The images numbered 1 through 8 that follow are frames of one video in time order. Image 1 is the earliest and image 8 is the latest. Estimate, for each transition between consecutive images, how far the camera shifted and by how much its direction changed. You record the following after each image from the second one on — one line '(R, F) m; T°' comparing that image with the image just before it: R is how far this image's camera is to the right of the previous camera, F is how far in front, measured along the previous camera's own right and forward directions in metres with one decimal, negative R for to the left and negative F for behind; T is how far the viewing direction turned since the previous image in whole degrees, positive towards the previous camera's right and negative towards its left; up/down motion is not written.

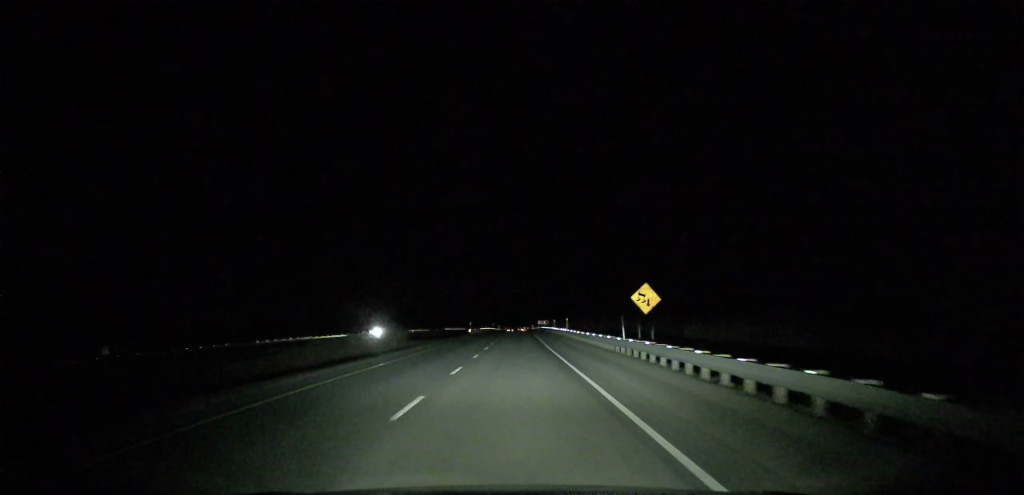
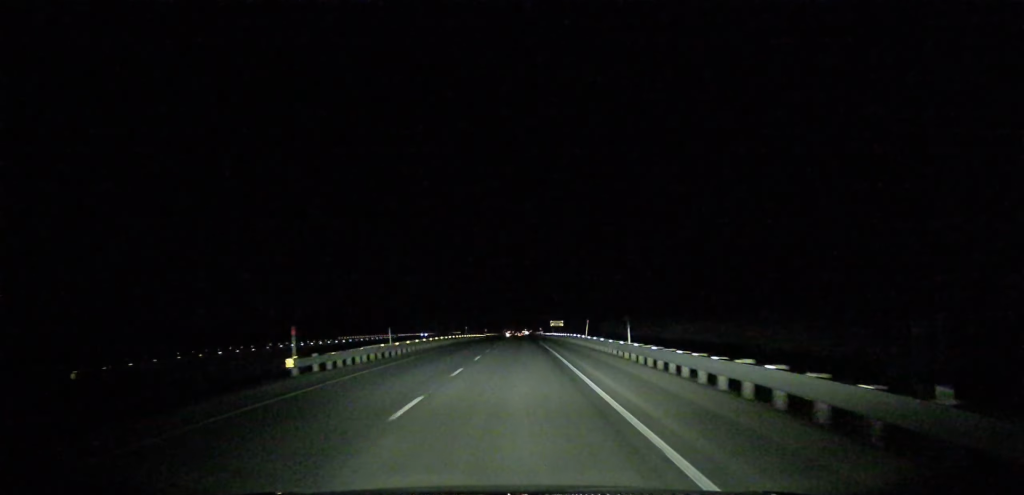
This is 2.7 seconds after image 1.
(-0.1, +90.6) m; 0°
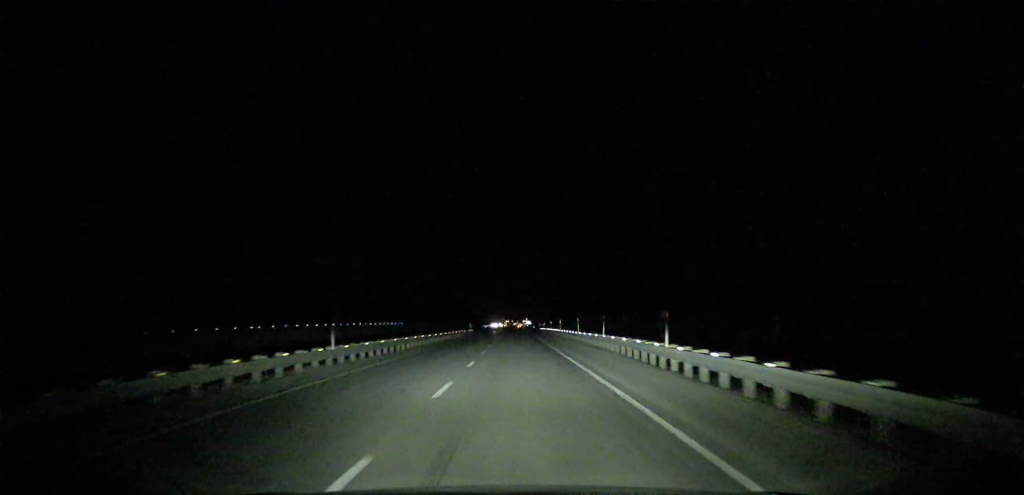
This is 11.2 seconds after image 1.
(-0.2, +297.1) m; 0°
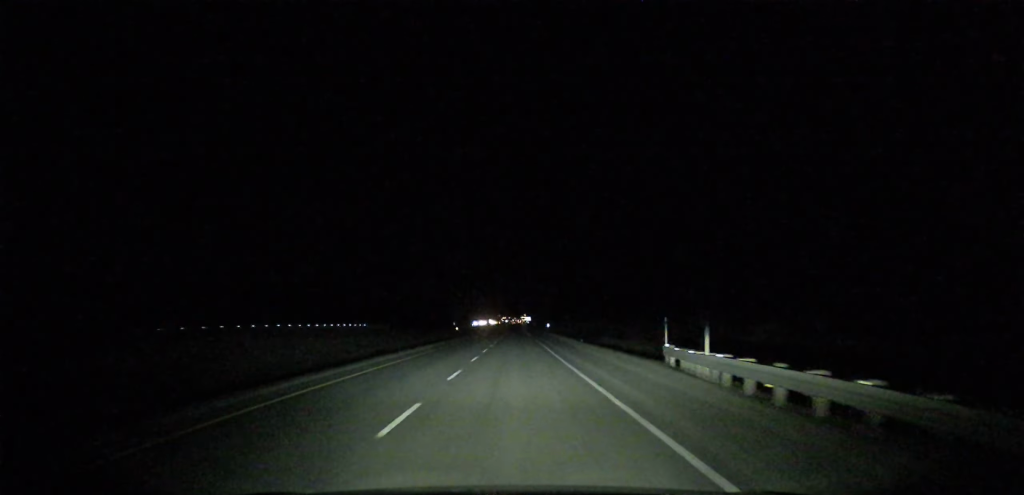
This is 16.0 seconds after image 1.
(+0.2, +136.0) m; 0°
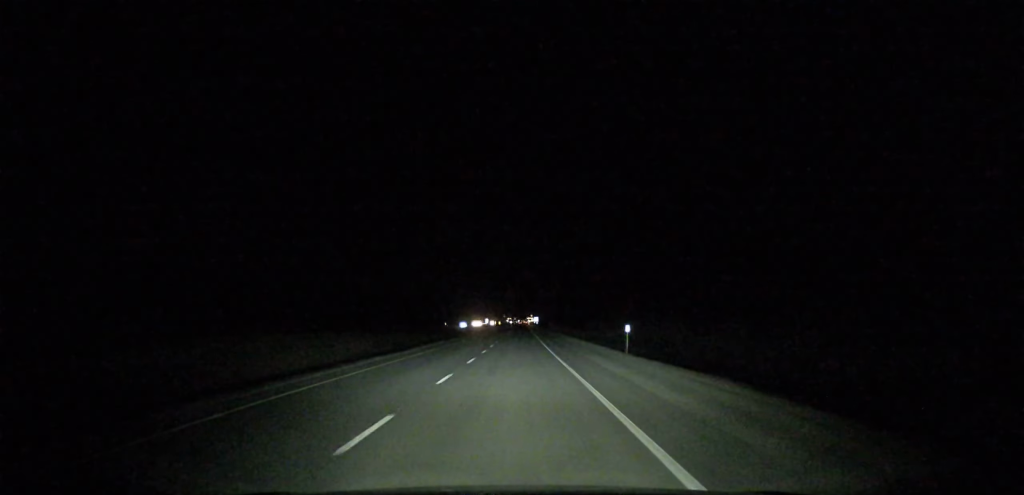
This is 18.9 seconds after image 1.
(0.0, +76.5) m; 0°
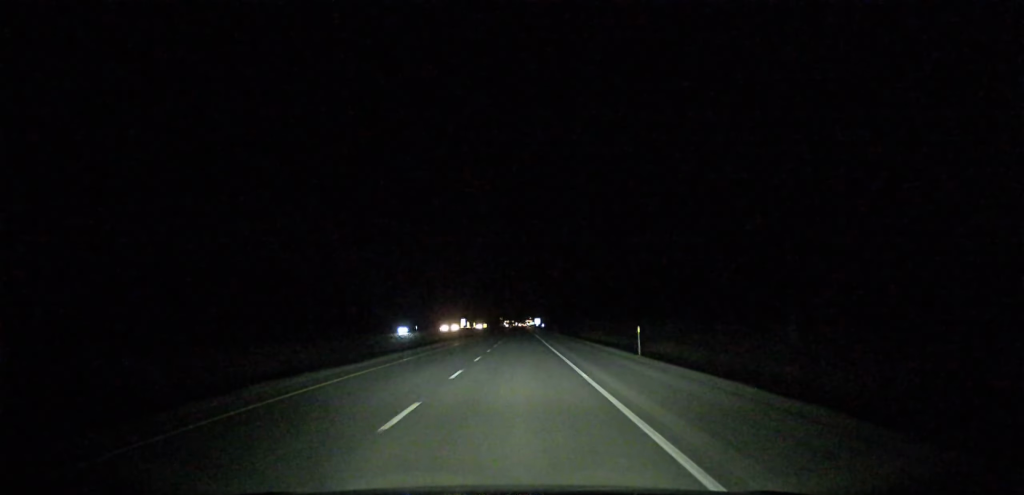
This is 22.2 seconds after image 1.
(0.0, +108.0) m; 0°
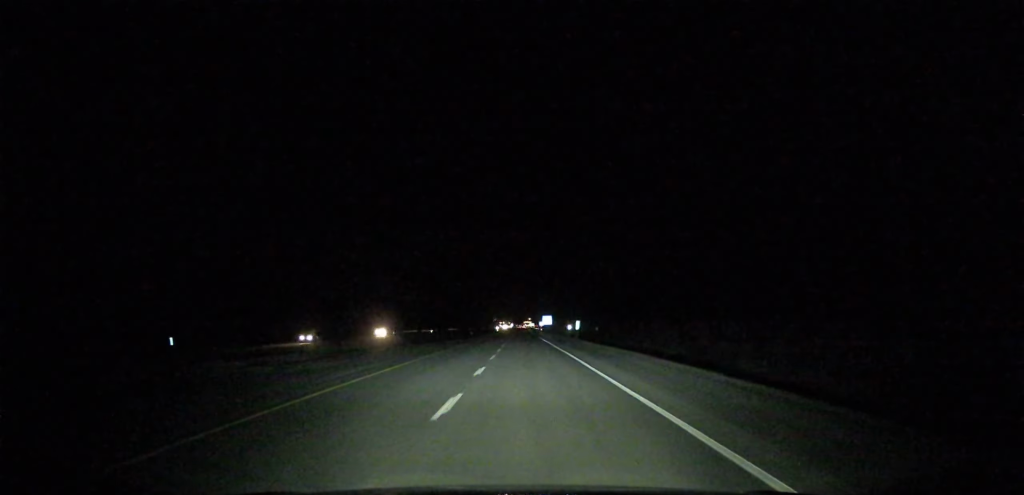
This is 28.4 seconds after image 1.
(+0.2, +217.4) m; 0°
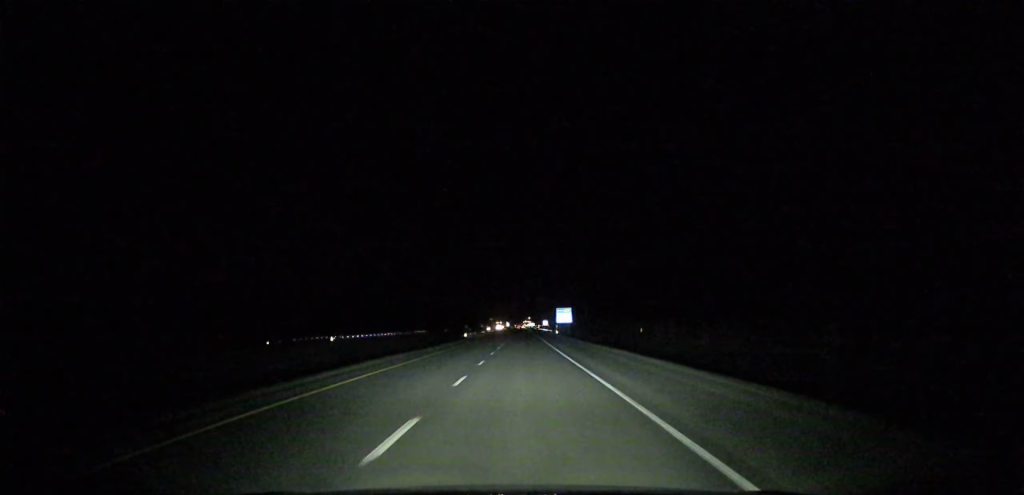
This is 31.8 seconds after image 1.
(+0.4, +123.0) m; 0°
